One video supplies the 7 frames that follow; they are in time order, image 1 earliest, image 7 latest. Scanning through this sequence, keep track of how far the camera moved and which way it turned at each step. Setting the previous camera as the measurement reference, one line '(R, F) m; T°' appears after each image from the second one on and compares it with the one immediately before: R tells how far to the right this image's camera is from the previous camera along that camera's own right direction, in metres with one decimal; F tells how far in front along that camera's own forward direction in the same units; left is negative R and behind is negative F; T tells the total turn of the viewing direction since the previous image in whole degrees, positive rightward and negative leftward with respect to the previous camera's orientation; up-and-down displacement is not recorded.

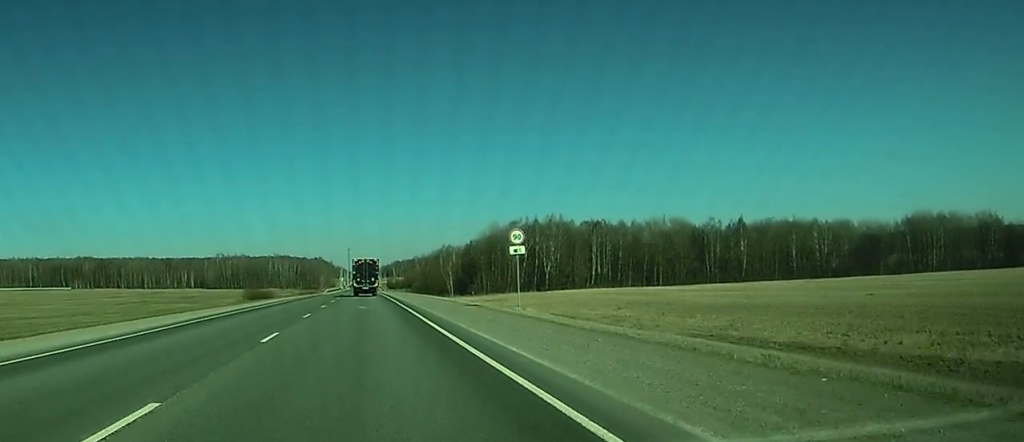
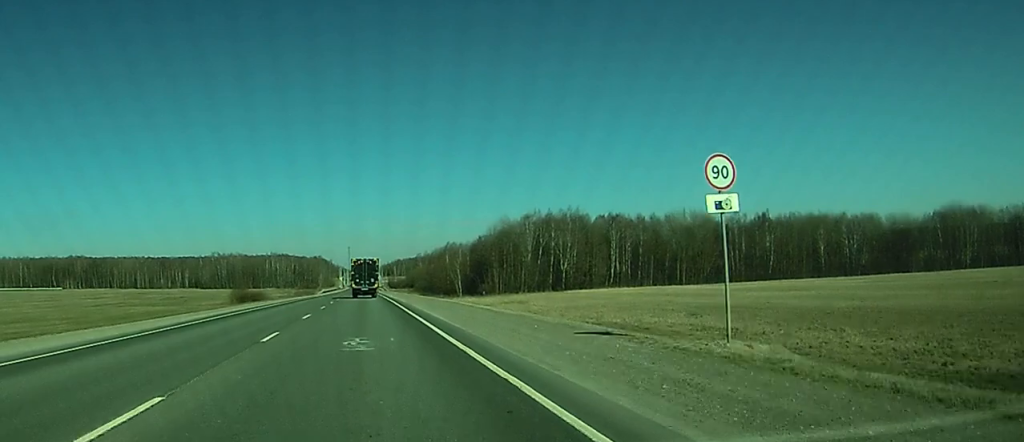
(0.0, +23.9) m; 0°
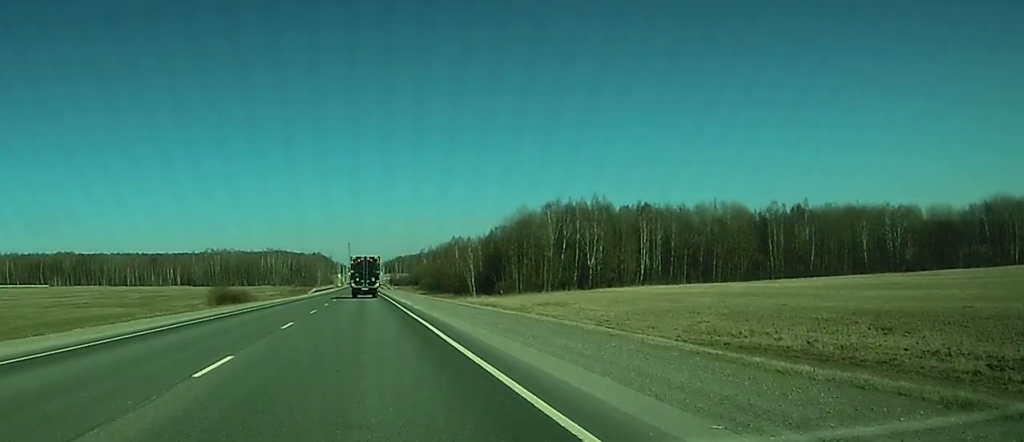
(+0.1, +31.5) m; 0°
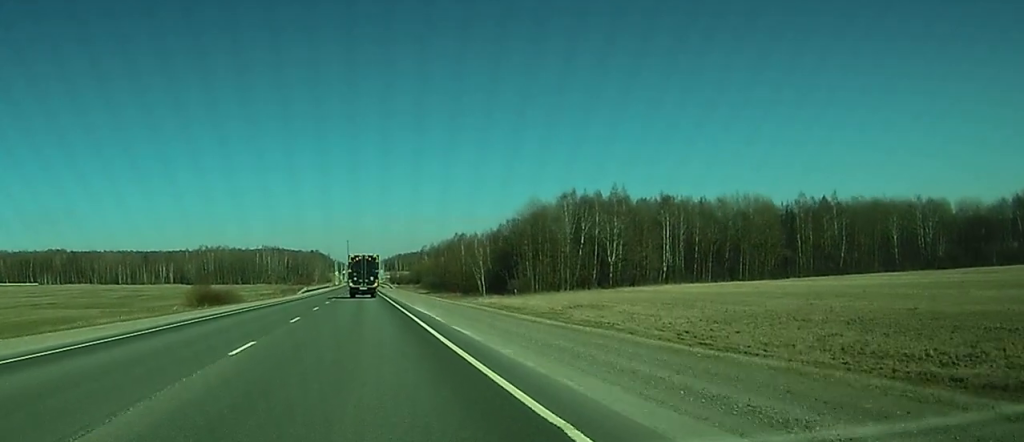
(0.0, +20.9) m; 0°
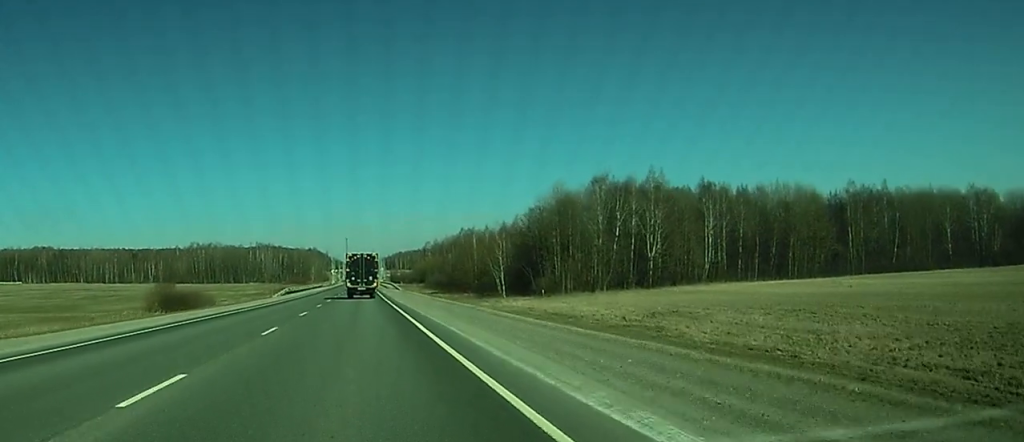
(0.0, +31.1) m; 0°
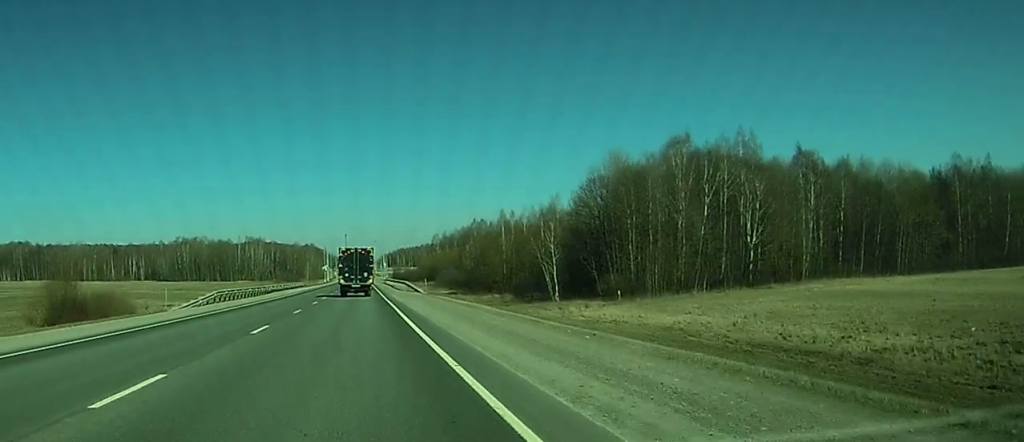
(+0.1, +49.5) m; 0°
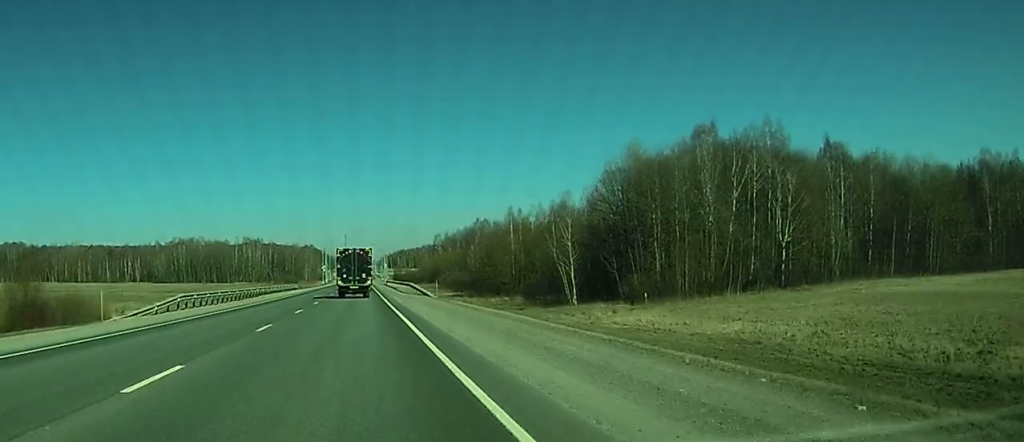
(0.0, +11.0) m; 0°
